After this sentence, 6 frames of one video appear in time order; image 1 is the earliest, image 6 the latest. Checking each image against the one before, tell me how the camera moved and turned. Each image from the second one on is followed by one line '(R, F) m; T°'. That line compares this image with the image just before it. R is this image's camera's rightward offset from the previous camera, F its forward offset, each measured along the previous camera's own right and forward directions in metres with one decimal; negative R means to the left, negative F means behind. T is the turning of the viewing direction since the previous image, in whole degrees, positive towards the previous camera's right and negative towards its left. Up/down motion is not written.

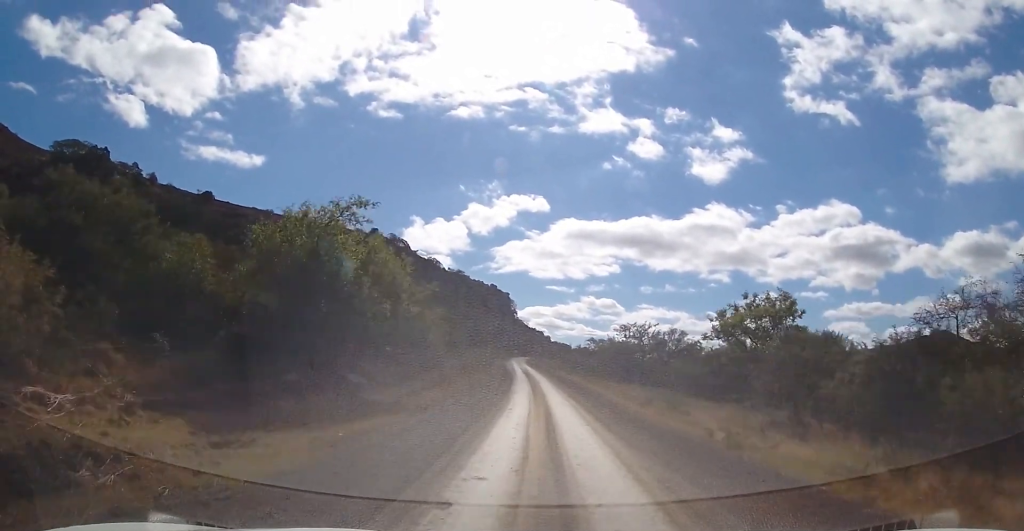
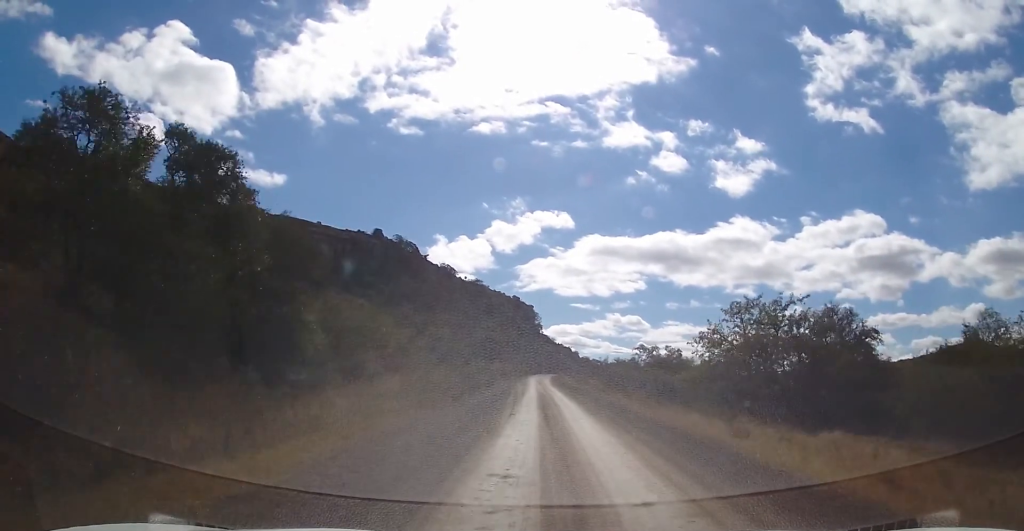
(-1.1, +34.6) m; -3°
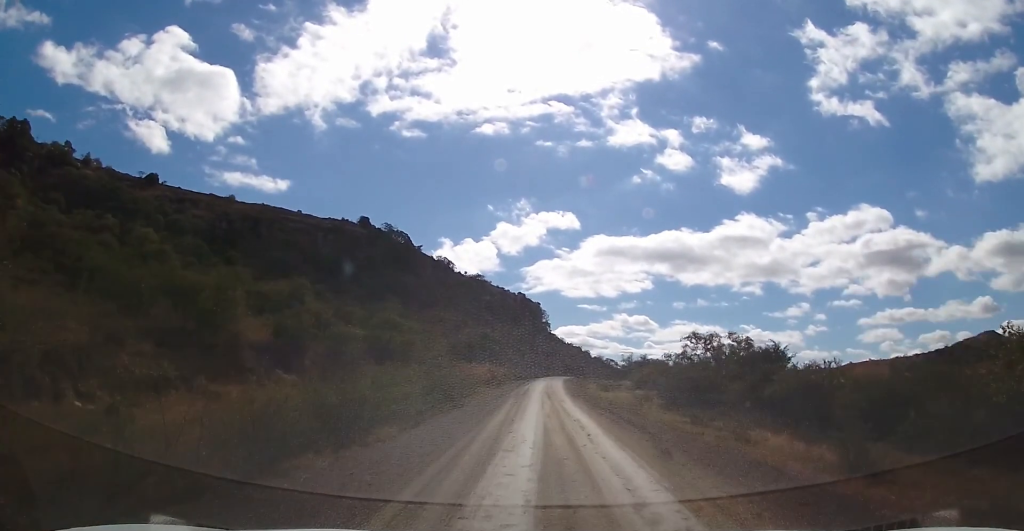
(-0.3, +31.1) m; -1°
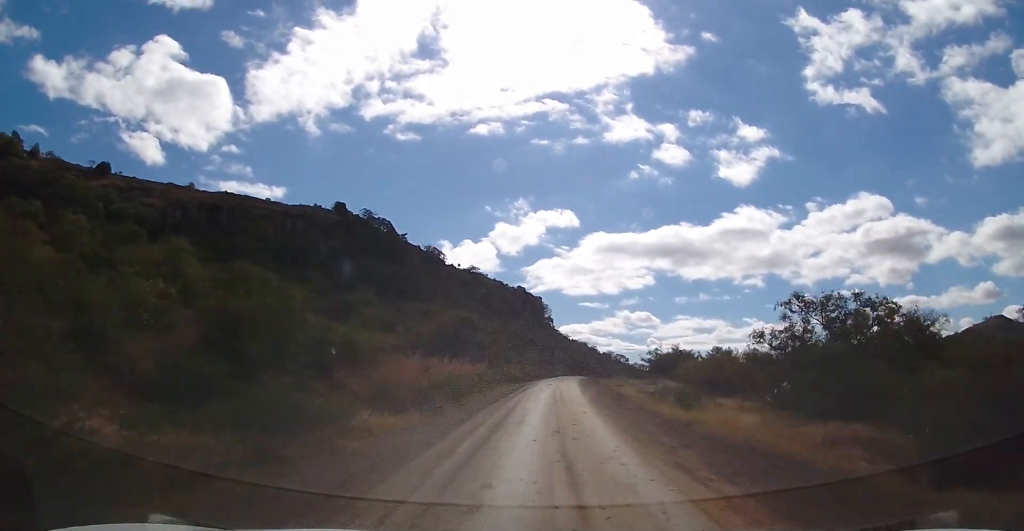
(-0.2, +22.5) m; -1°
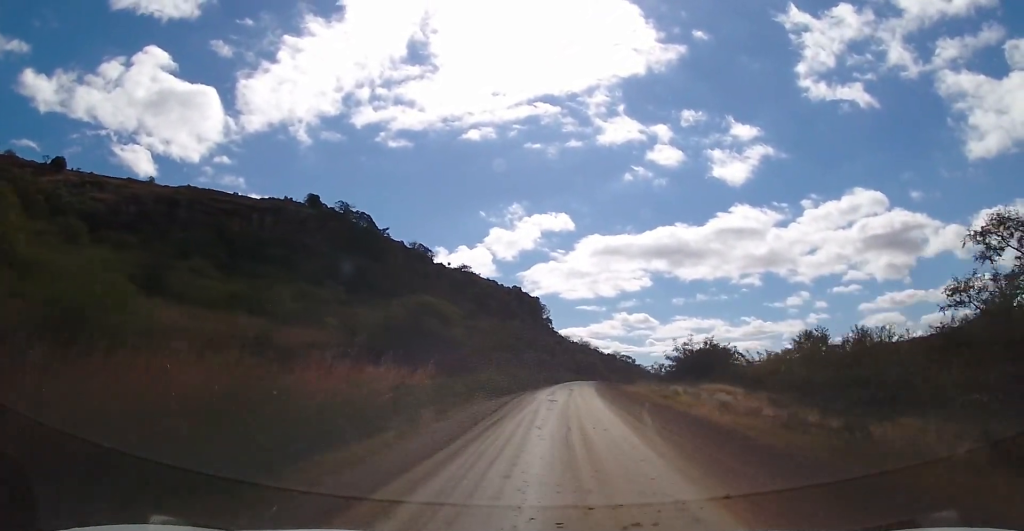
(-0.2, +19.6) m; 0°
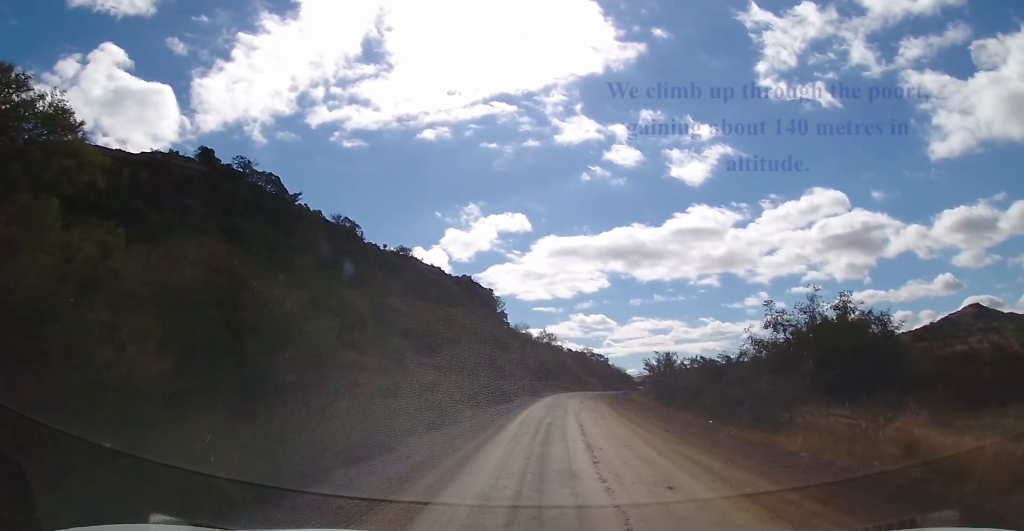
(+1.1, +40.8) m; +4°
